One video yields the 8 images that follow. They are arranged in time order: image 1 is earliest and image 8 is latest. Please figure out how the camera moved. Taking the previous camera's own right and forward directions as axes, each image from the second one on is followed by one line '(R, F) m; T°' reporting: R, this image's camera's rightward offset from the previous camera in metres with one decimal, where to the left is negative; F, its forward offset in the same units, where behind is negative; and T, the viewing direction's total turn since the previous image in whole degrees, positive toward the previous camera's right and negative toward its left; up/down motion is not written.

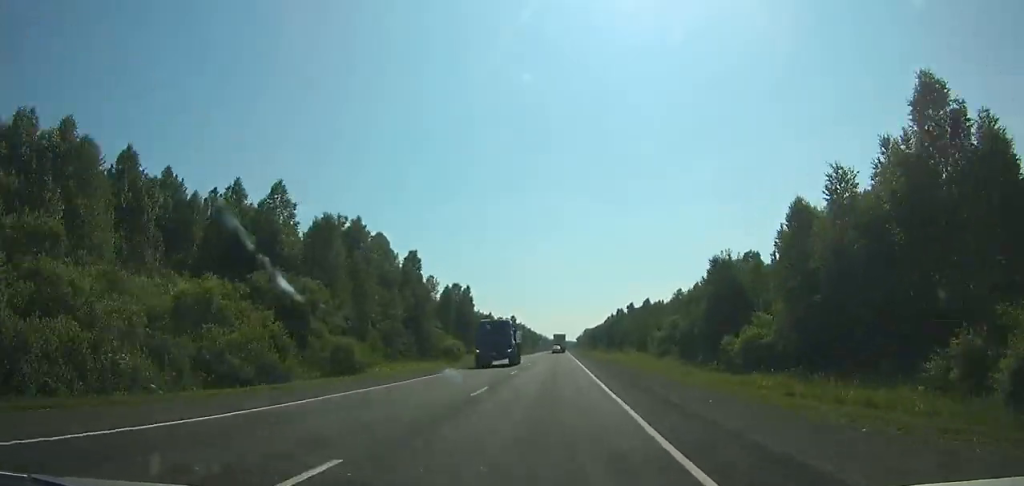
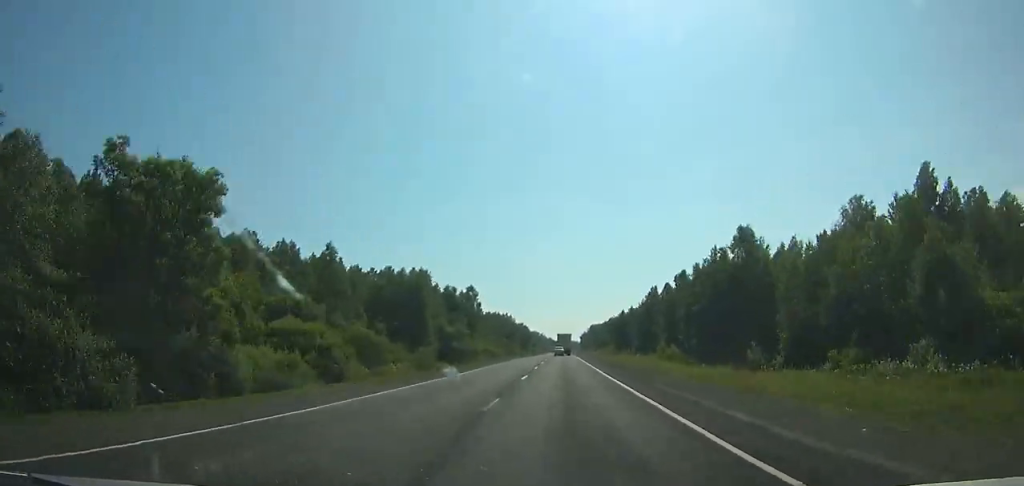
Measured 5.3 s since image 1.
(-0.1, +135.9) m; 0°
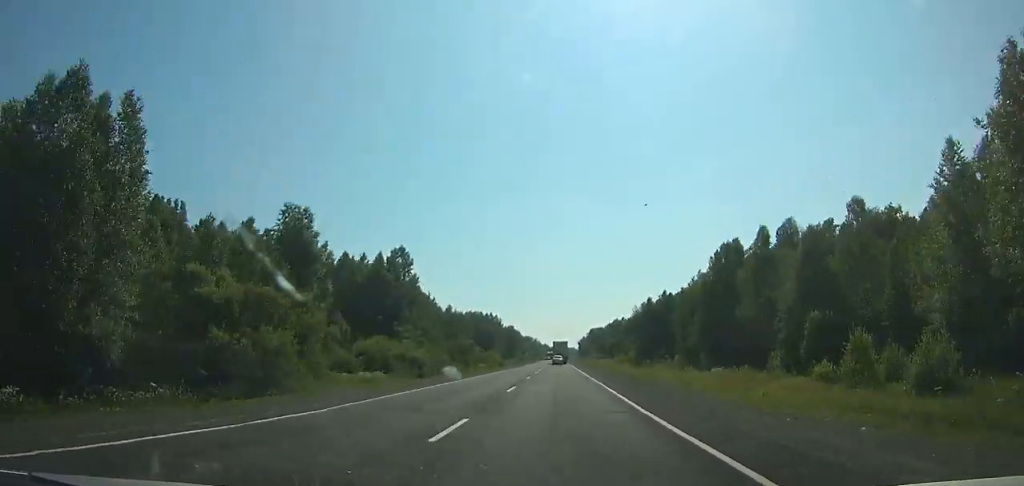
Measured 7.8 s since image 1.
(+0.2, +63.5) m; 0°
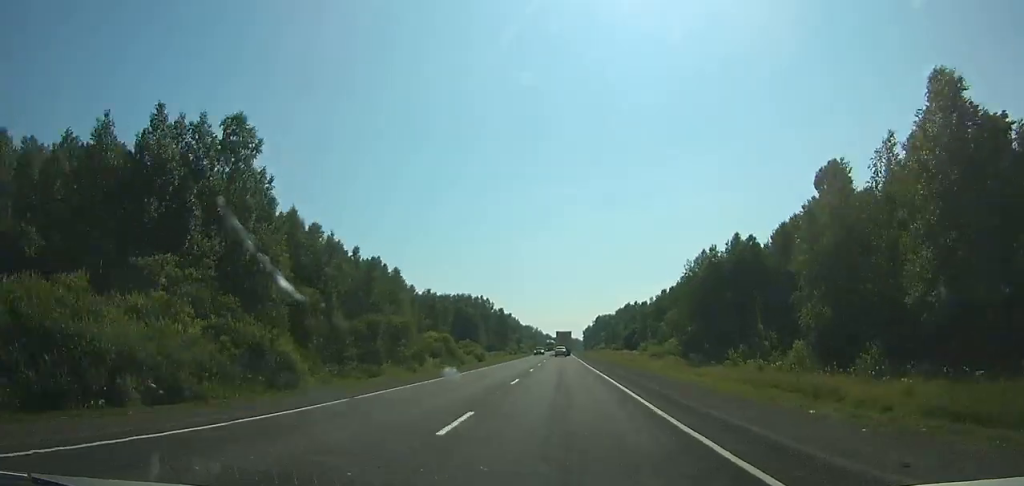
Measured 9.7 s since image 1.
(0.0, +48.1) m; 0°
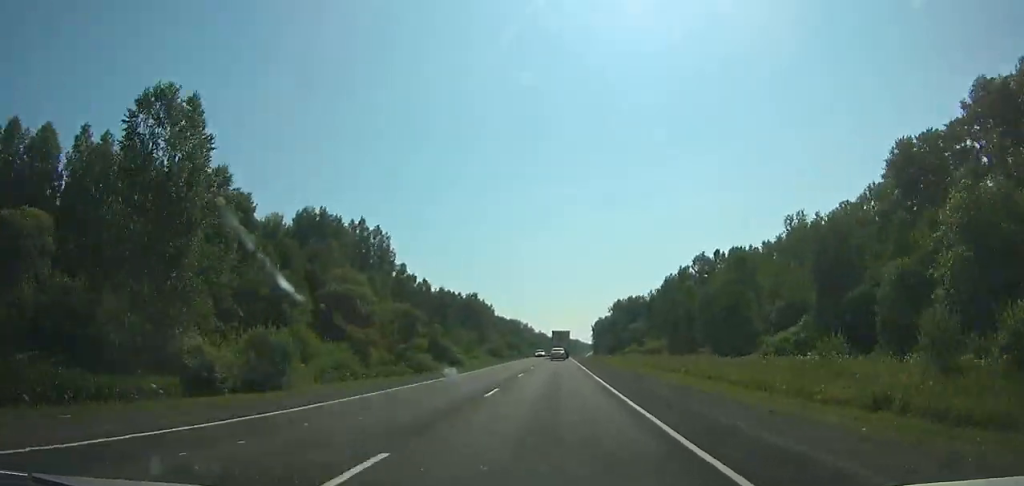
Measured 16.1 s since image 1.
(+0.4, +161.0) m; 0°
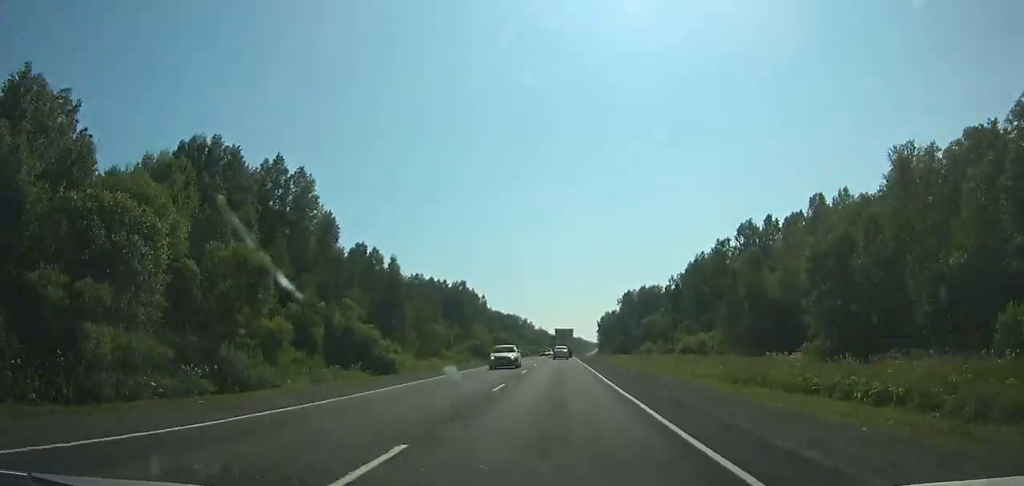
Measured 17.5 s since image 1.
(-0.1, +35.0) m; 0°
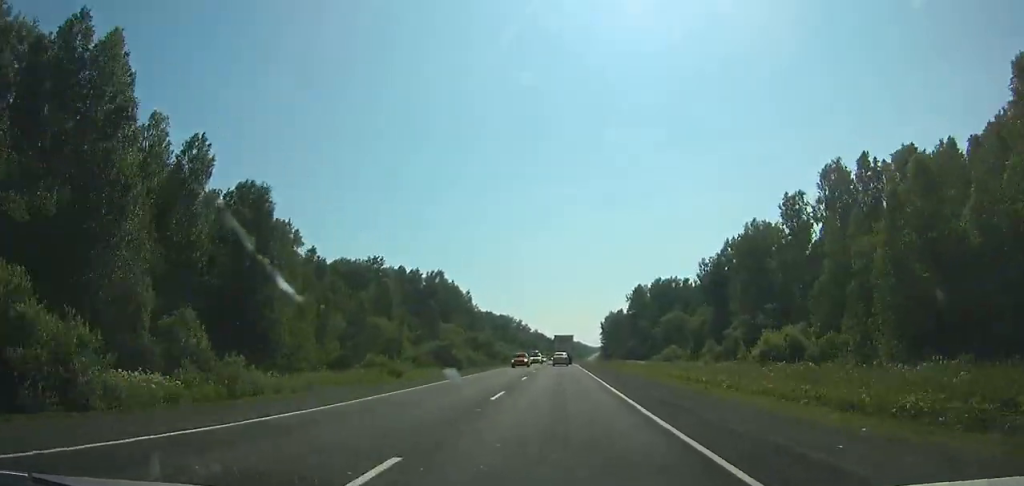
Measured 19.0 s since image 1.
(-0.1, +37.4) m; 0°
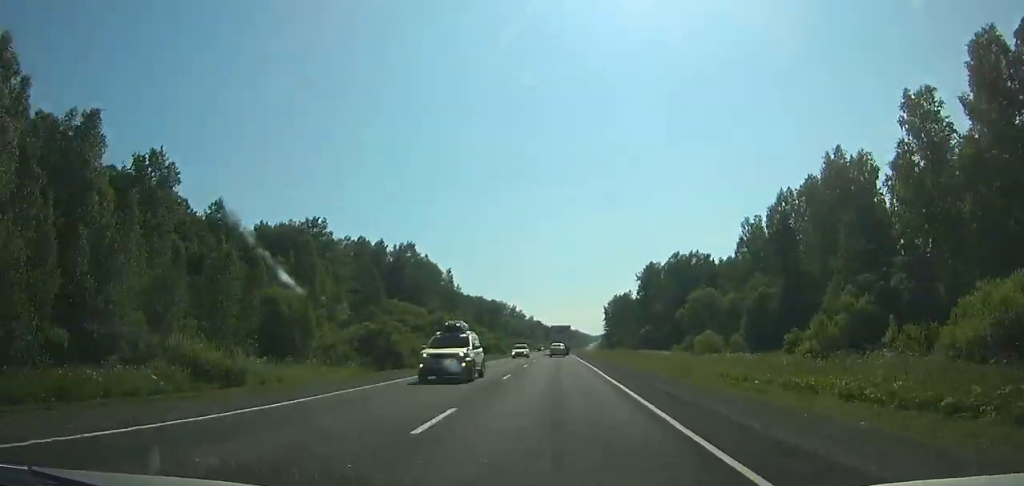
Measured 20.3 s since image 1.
(0.0, +32.4) m; 0°
